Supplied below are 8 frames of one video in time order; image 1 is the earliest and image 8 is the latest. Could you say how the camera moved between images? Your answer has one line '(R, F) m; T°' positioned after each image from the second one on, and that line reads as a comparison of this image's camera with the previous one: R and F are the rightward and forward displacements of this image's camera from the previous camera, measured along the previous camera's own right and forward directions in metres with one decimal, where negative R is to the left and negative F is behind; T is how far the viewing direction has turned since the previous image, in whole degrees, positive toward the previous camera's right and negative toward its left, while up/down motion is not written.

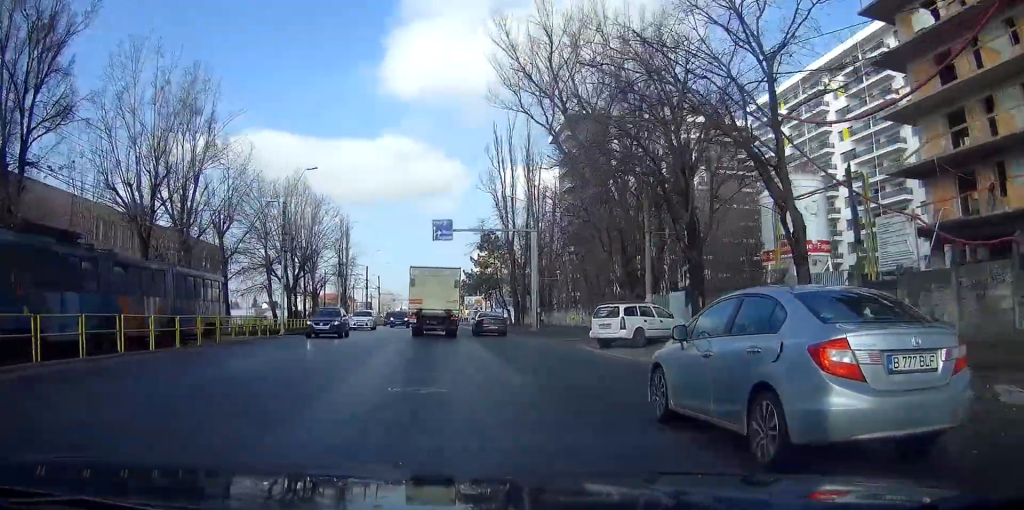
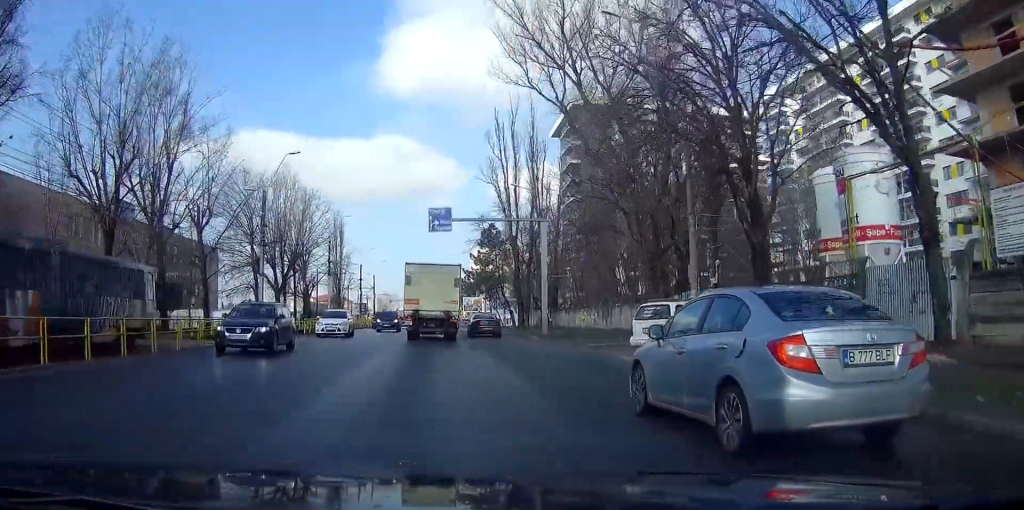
(0.0, +6.0) m; 0°
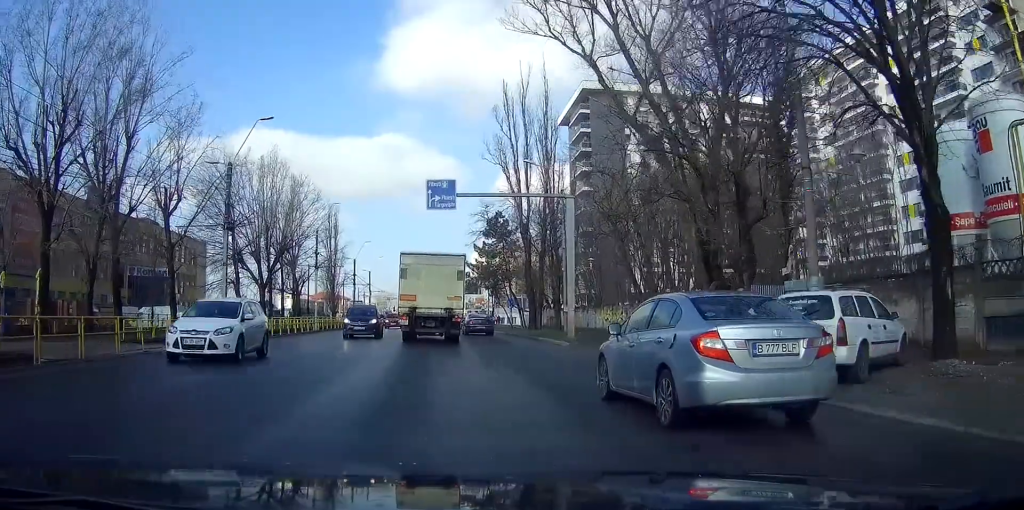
(0.0, +8.9) m; 0°
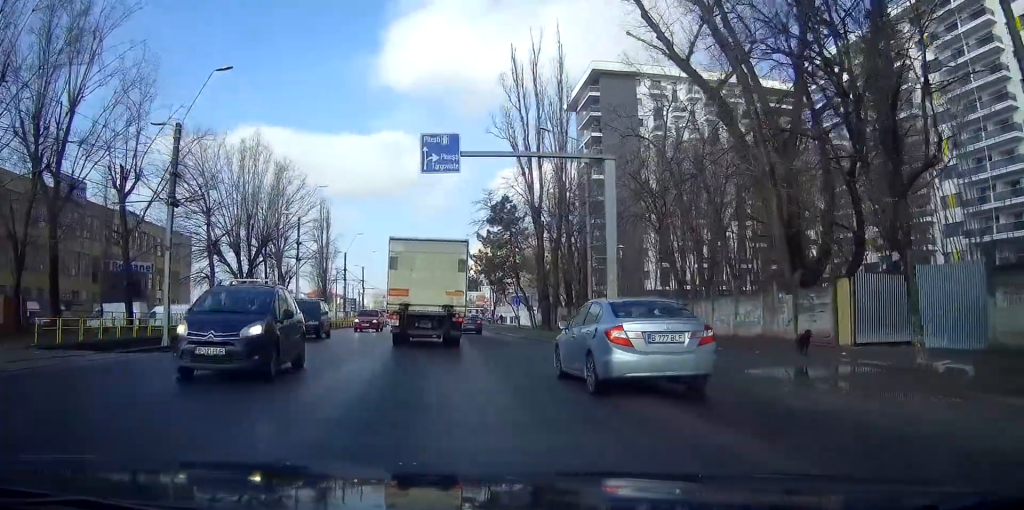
(0.0, +8.9) m; 0°
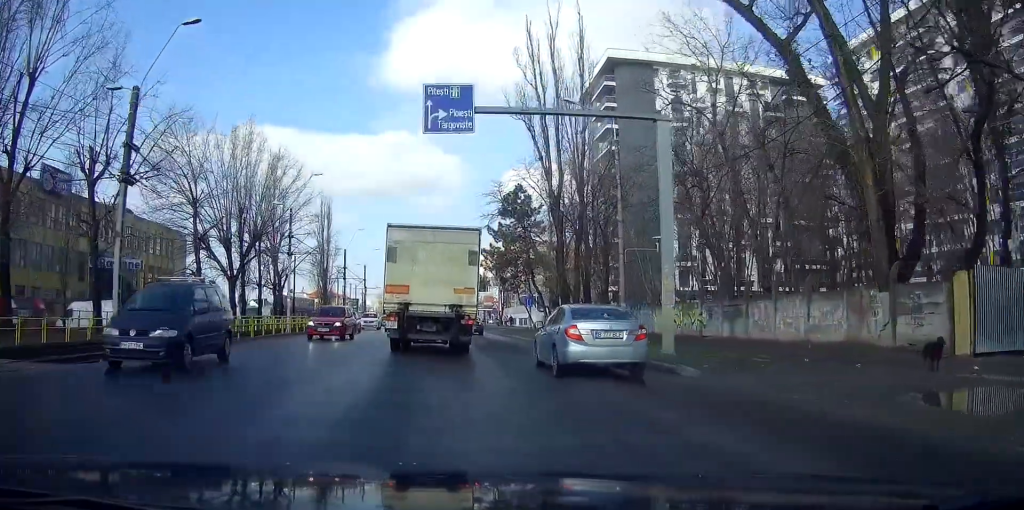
(0.0, +6.2) m; -1°
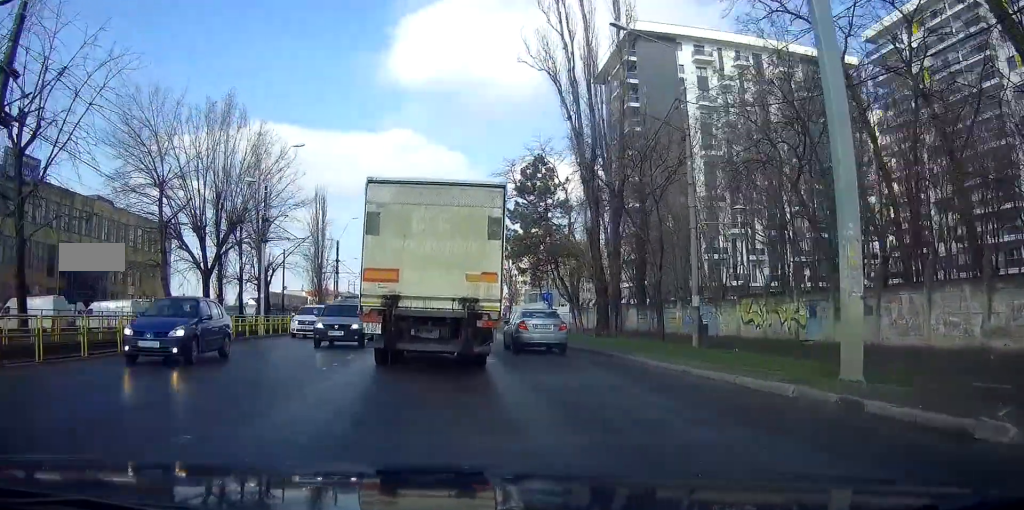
(-0.1, +10.4) m; 0°
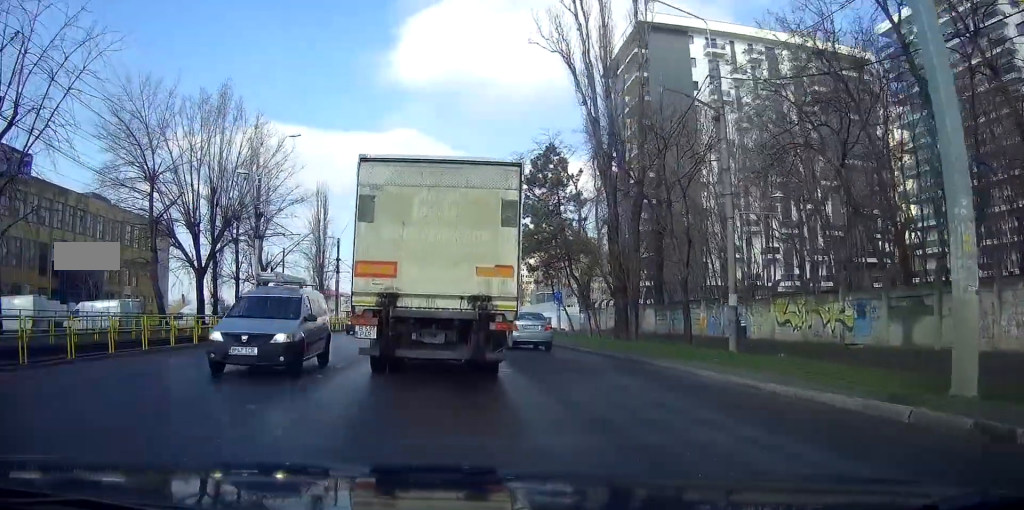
(0.0, +3.1) m; +1°
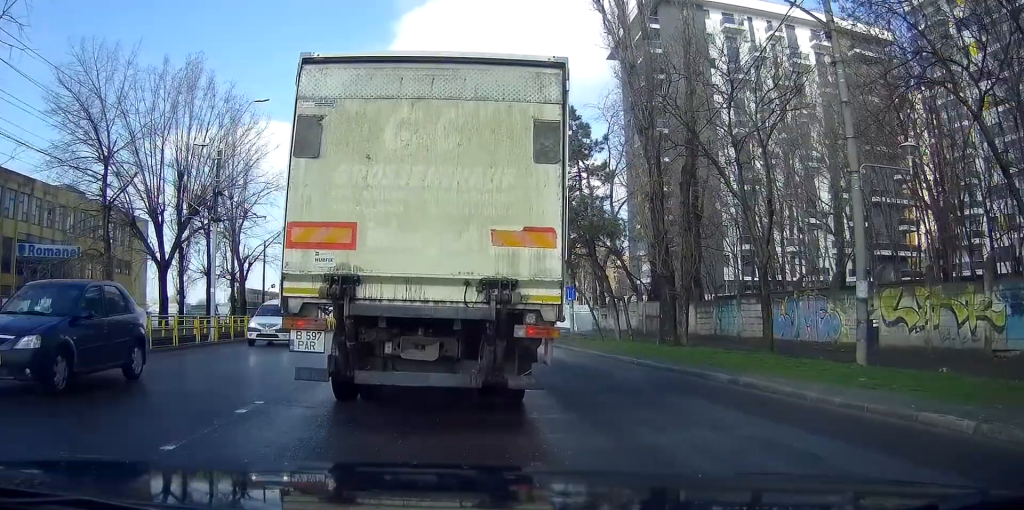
(+0.3, +8.3) m; -1°
